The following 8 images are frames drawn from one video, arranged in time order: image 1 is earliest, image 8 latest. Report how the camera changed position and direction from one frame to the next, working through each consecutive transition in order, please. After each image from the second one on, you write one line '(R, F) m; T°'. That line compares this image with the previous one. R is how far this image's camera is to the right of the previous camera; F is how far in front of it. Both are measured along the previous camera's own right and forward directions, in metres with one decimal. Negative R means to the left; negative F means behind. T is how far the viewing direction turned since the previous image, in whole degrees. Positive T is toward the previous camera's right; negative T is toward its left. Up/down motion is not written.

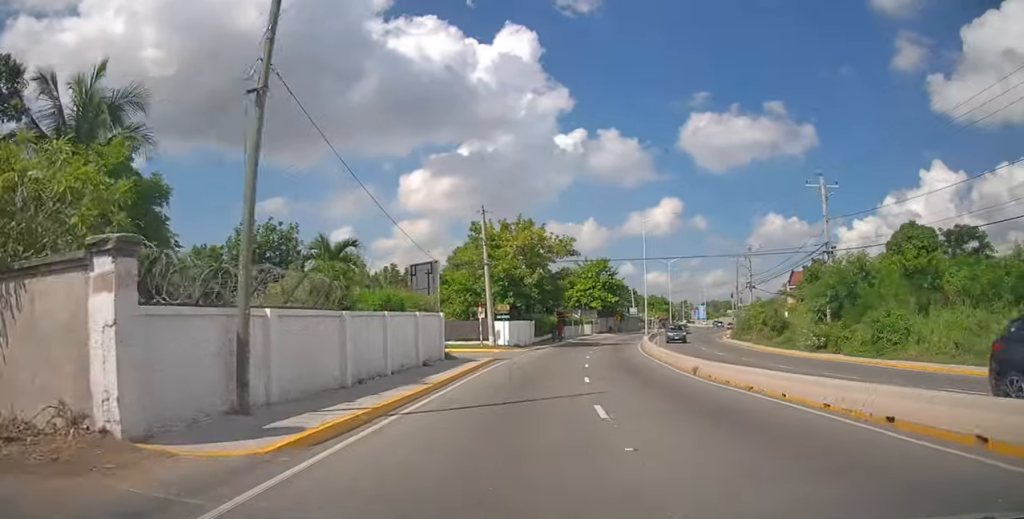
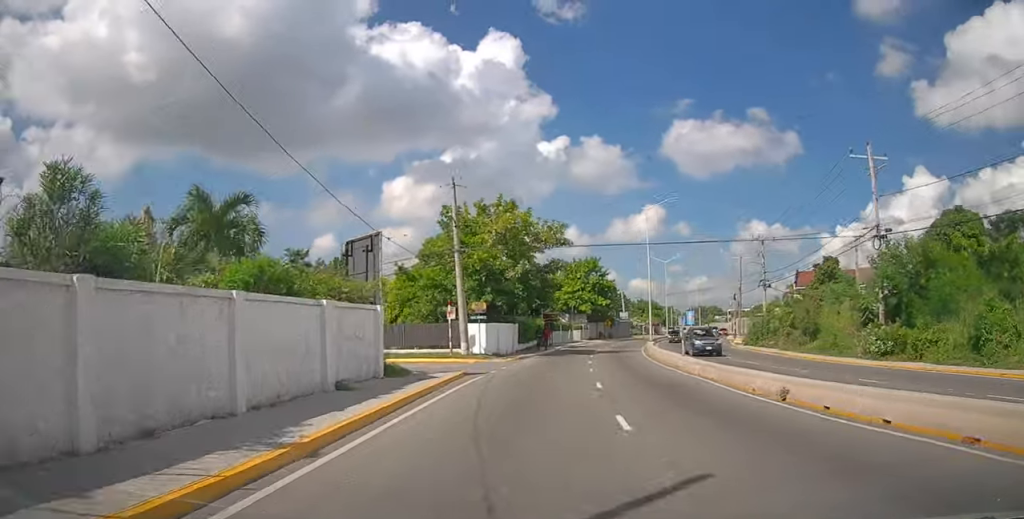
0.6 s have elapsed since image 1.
(+0.2, +7.9) m; +2°
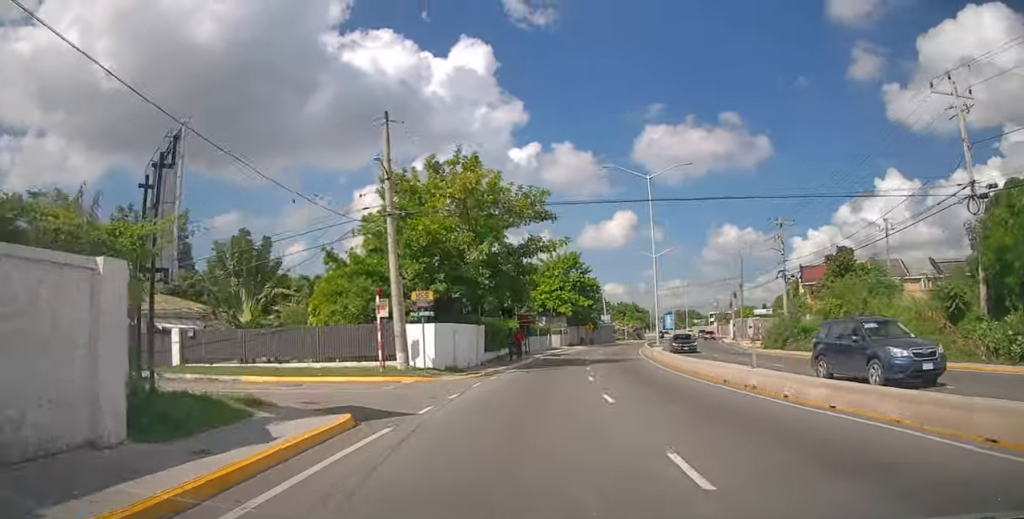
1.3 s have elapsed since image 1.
(+0.1, +9.8) m; +3°
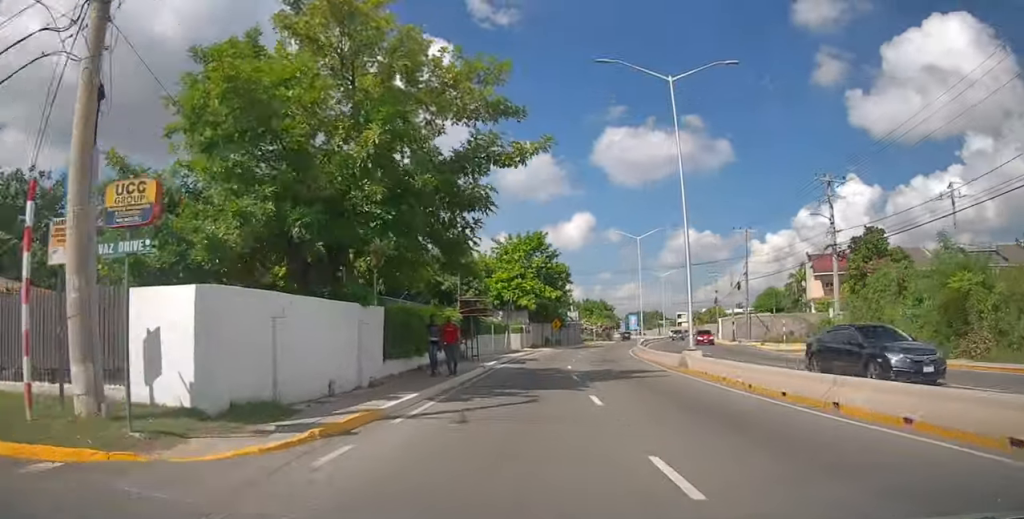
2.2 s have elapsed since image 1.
(+0.5, +13.7) m; +4°
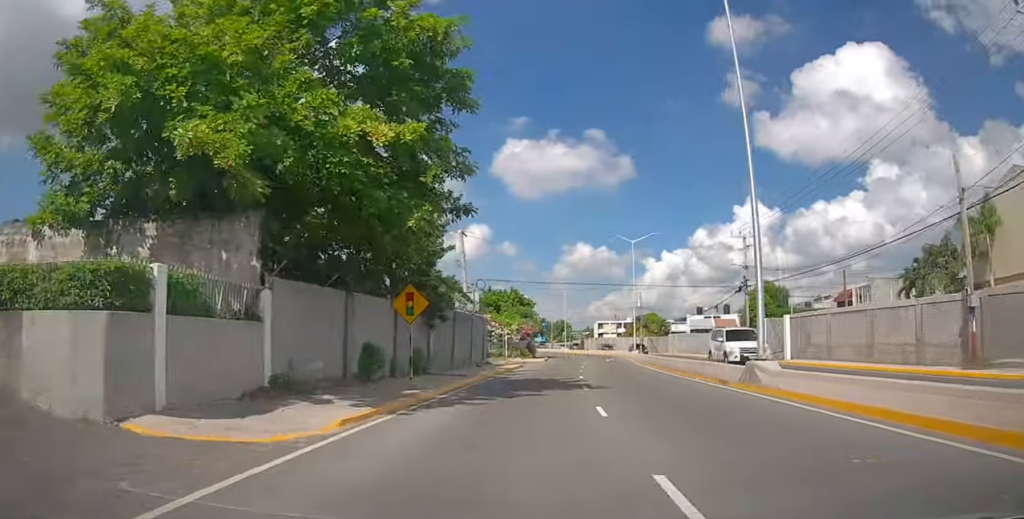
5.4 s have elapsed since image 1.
(+4.0, +44.2) m; +11°
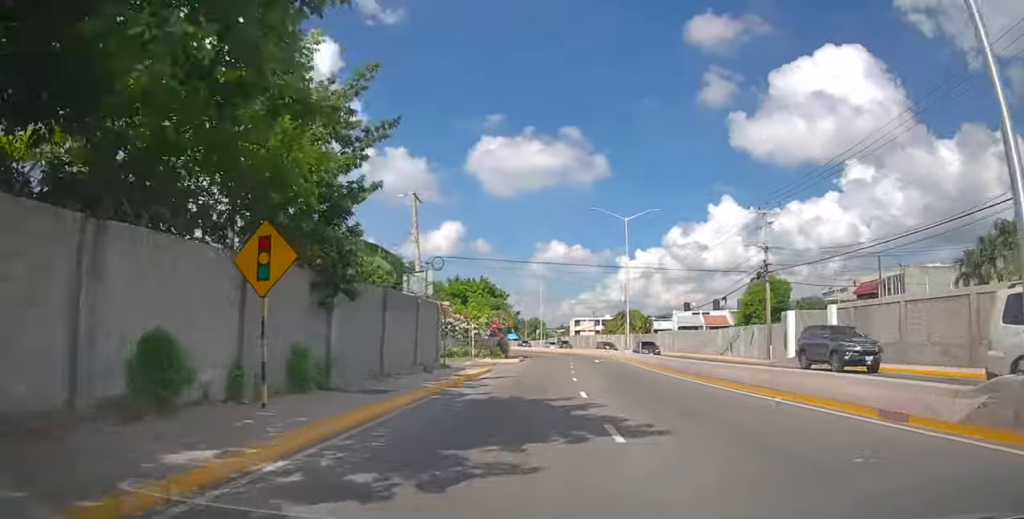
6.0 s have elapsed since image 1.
(+0.1, +8.9) m; +2°
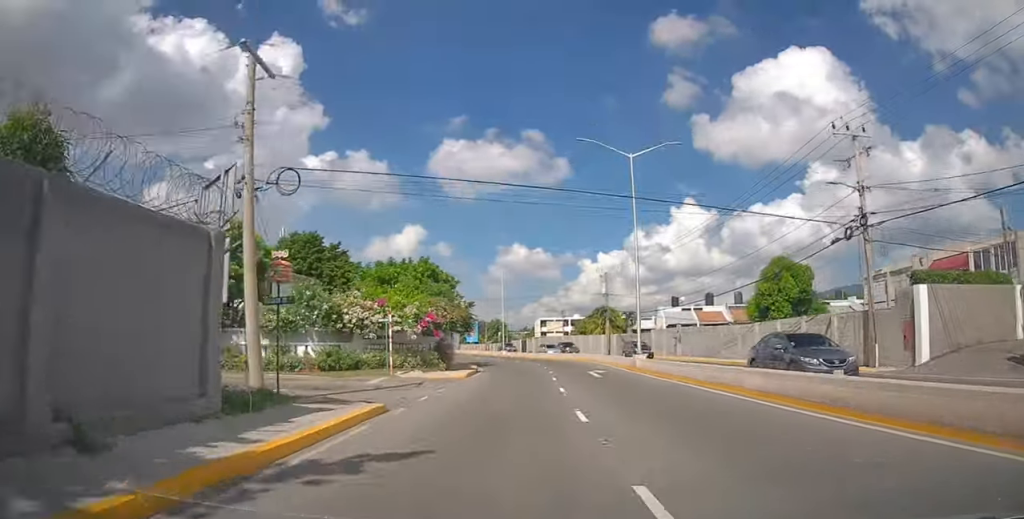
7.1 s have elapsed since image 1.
(+0.5, +15.8) m; +3°
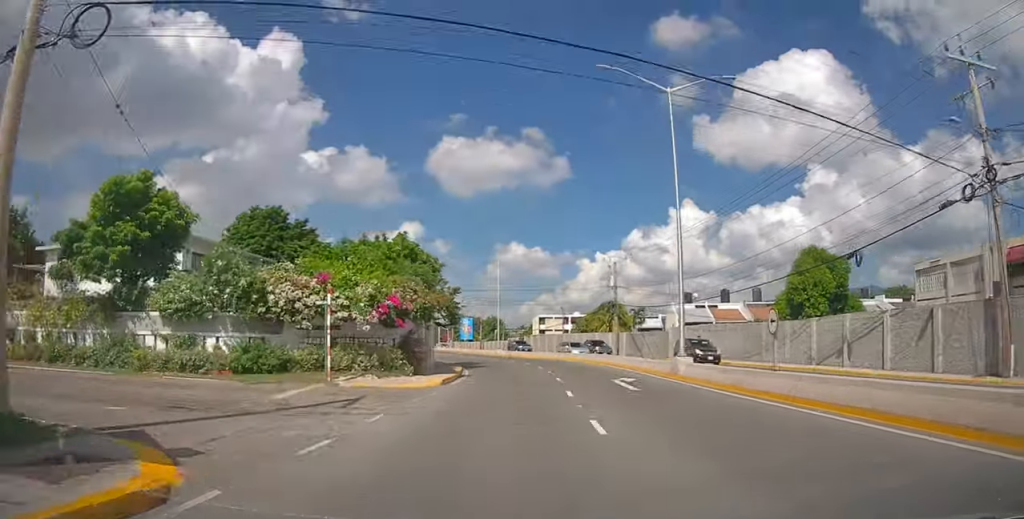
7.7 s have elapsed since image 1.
(+0.2, +7.8) m; 0°
